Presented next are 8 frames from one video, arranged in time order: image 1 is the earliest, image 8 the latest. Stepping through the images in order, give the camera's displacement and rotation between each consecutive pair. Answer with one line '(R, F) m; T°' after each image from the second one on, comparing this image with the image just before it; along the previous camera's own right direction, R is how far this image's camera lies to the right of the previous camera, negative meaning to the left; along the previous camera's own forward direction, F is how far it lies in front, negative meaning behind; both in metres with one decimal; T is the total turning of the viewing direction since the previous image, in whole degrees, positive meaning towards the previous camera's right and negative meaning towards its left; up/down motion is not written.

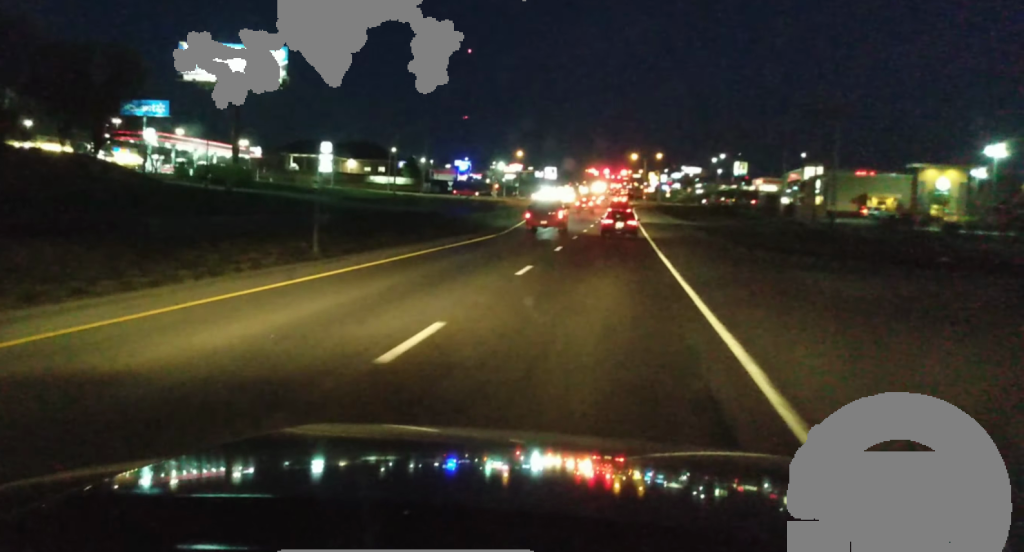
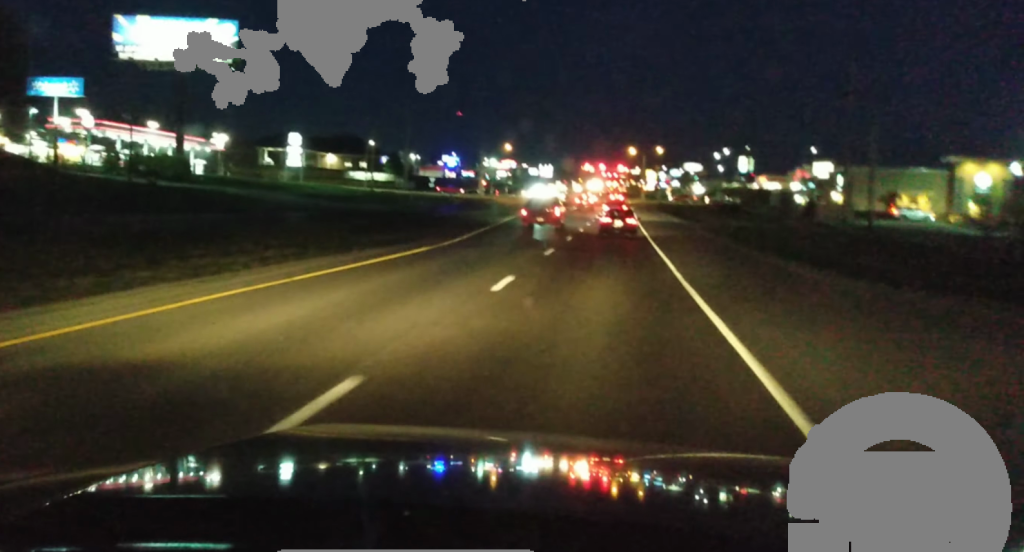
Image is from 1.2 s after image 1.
(+0.1, +16.3) m; 0°
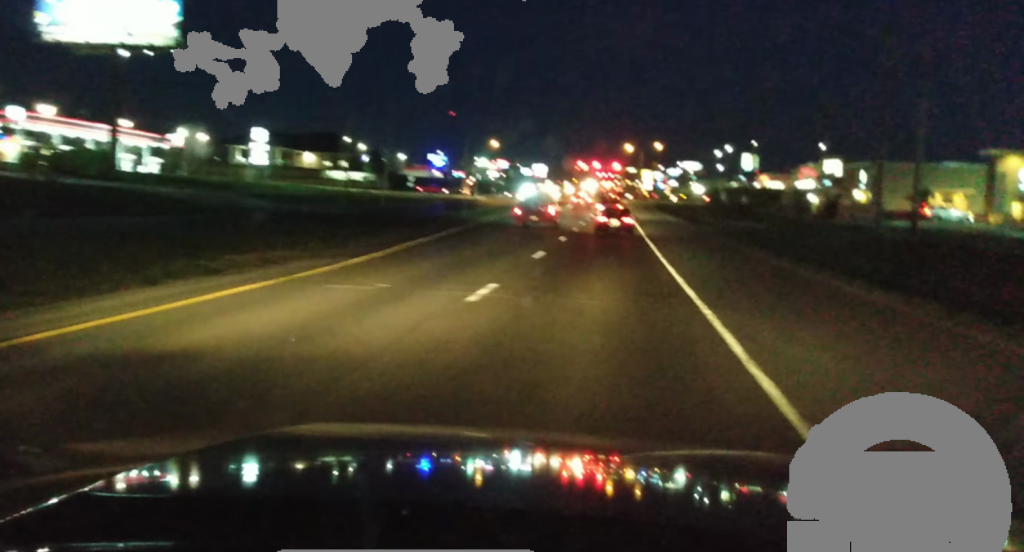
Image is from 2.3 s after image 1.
(0.0, +15.0) m; -1°
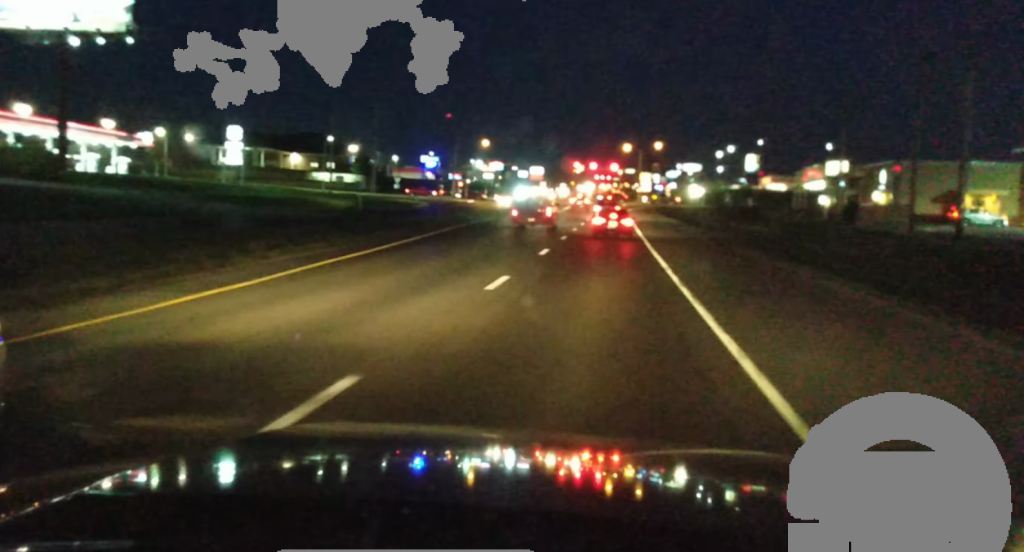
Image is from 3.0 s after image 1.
(-0.1, +9.3) m; -1°
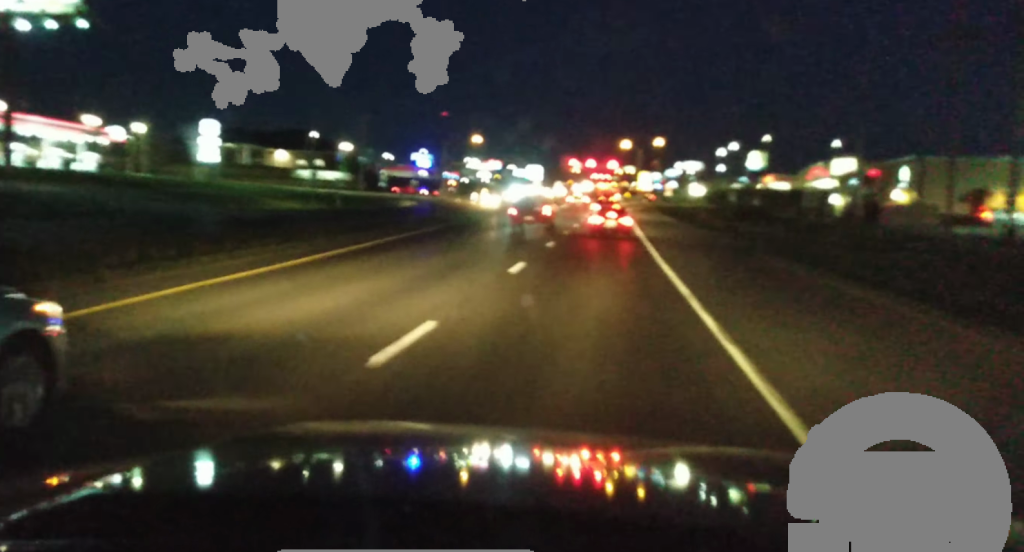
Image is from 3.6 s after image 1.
(-0.2, +8.3) m; 0°
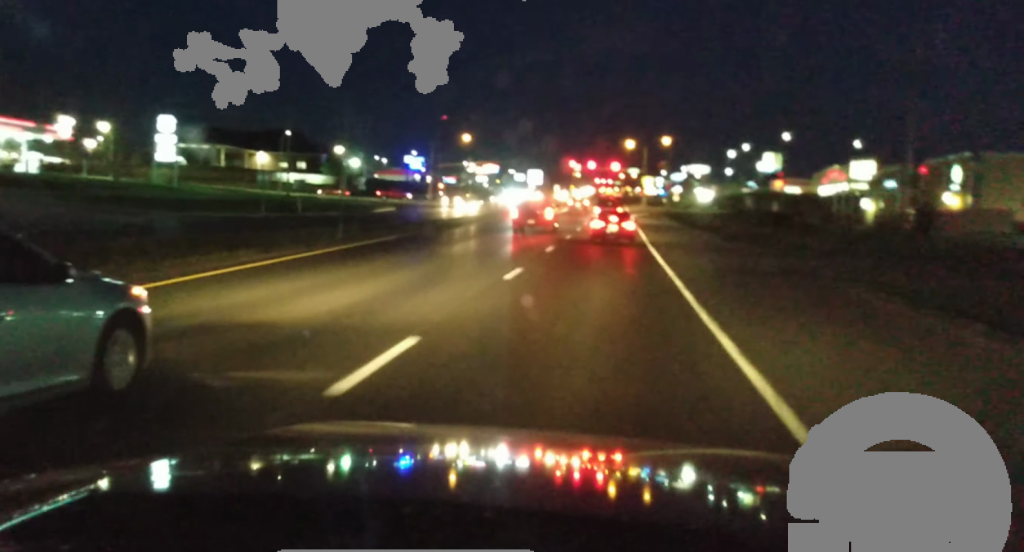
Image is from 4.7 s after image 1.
(+0.3, +13.4) m; +4°
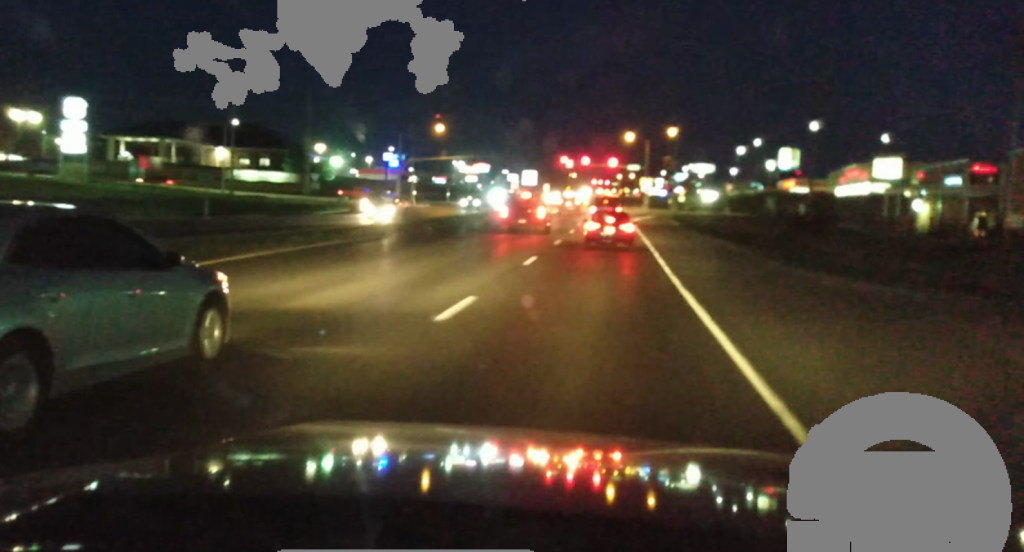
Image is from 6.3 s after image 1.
(+0.3, +19.2) m; -1°
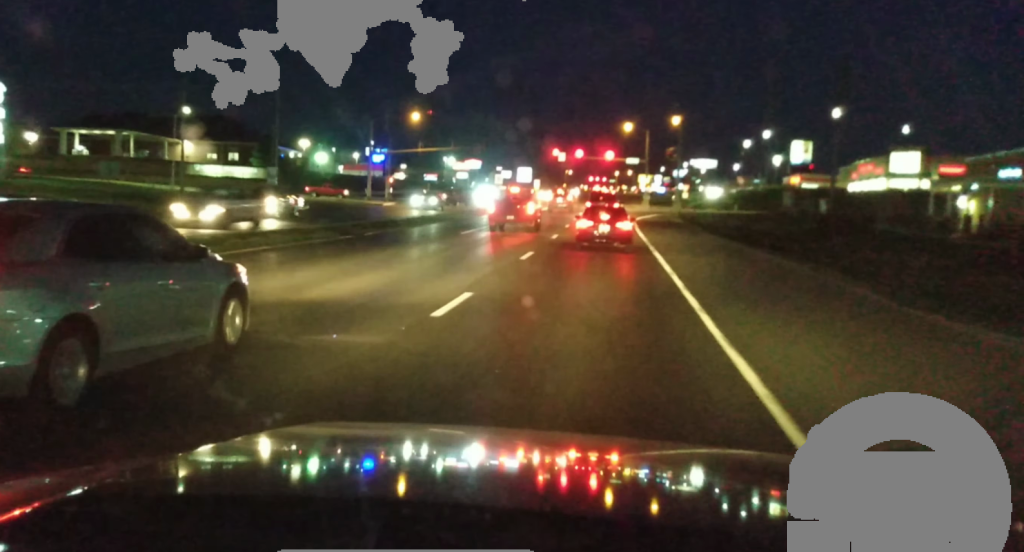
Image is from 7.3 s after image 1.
(-0.2, +11.9) m; 0°
